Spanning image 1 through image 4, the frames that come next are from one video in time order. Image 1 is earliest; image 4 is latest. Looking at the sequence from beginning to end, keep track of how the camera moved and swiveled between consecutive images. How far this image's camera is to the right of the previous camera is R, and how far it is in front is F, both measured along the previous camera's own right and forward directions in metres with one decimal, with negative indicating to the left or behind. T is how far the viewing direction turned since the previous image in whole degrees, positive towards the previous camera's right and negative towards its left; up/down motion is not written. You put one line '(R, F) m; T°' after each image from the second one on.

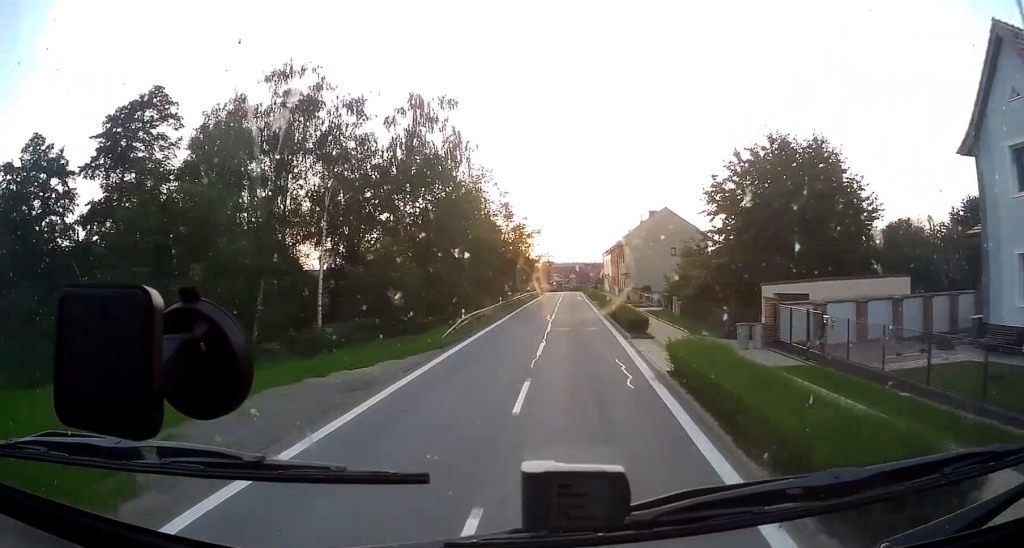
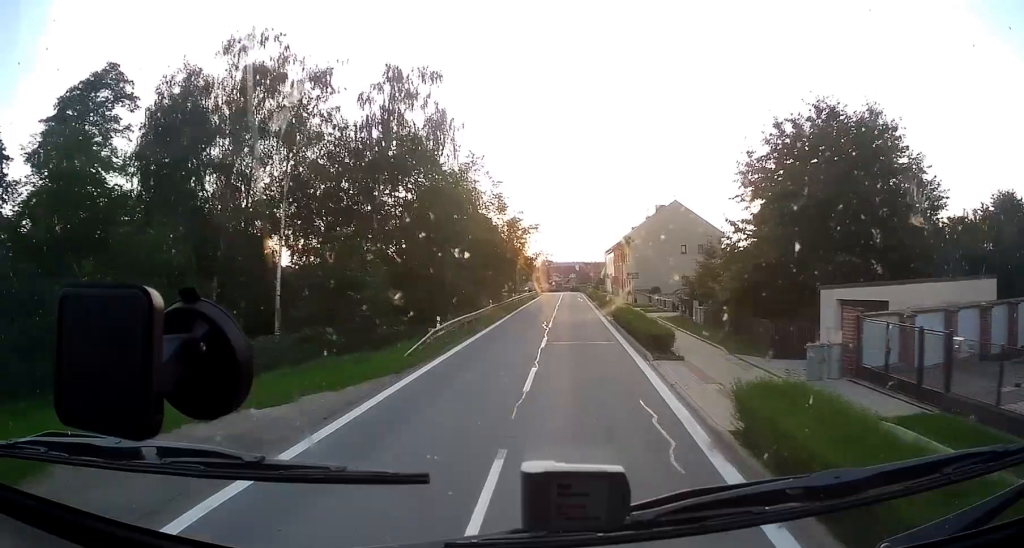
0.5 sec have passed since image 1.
(+0.1, +6.5) m; +1°
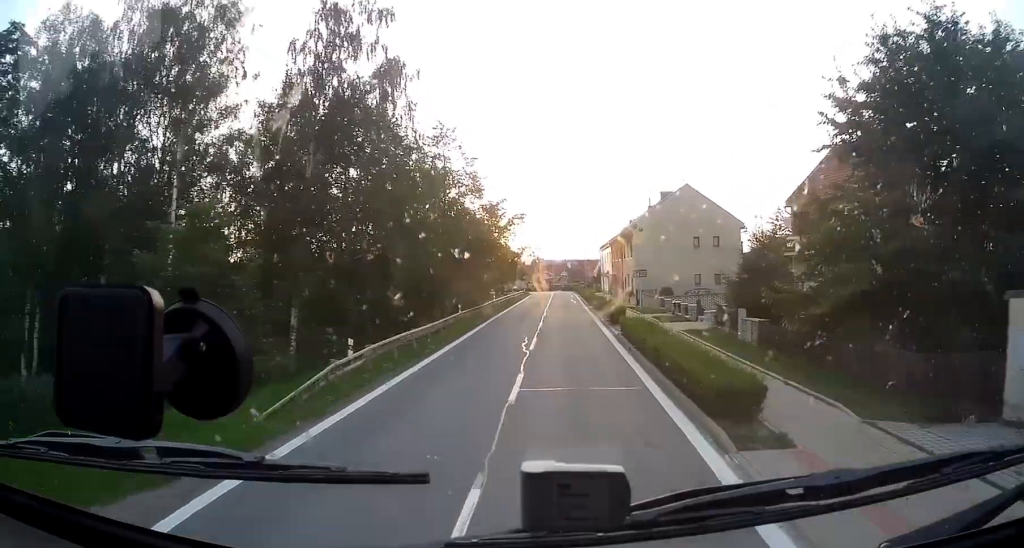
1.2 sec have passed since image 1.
(+0.1, +10.0) m; 0°
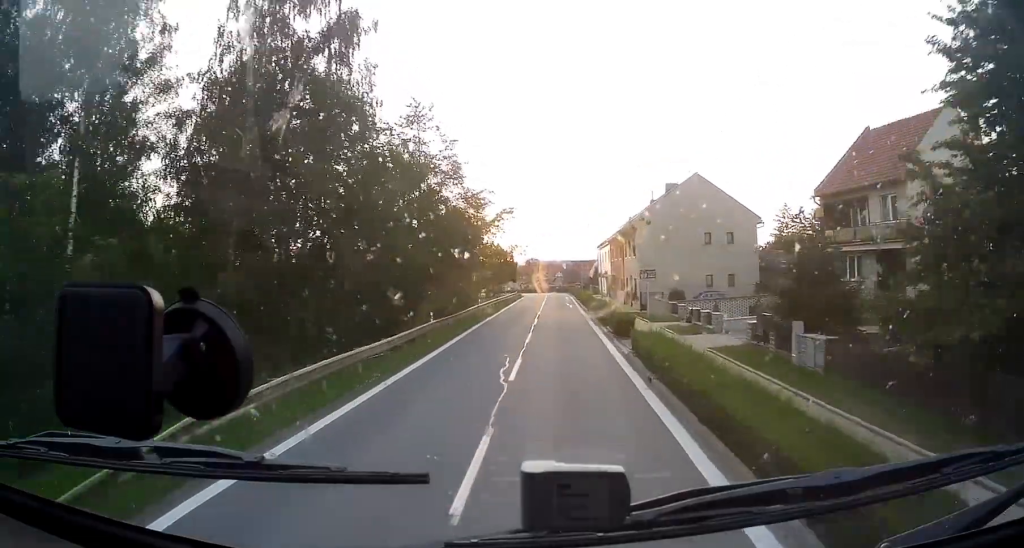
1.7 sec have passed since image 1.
(0.0, +6.3) m; 0°
